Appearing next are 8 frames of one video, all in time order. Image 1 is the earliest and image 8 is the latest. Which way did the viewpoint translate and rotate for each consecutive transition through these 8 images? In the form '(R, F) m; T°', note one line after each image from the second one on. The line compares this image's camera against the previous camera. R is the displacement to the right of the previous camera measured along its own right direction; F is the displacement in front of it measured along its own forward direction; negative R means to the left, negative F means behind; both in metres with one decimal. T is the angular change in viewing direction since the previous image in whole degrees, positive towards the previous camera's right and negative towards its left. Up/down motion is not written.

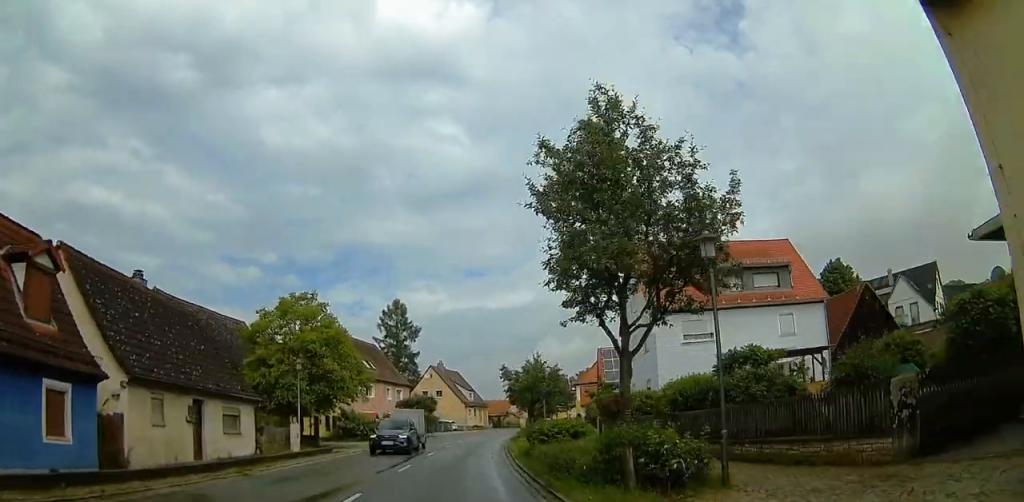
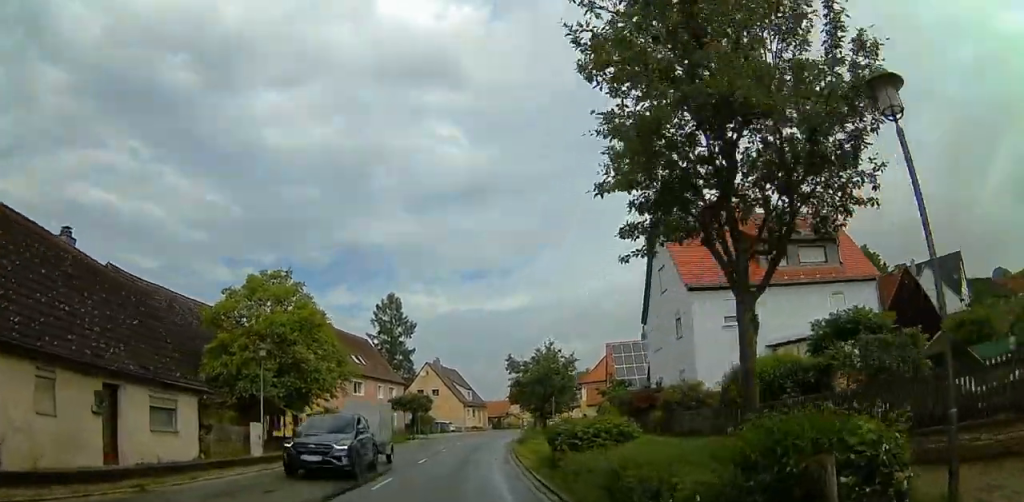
(-0.1, +5.0) m; -1°
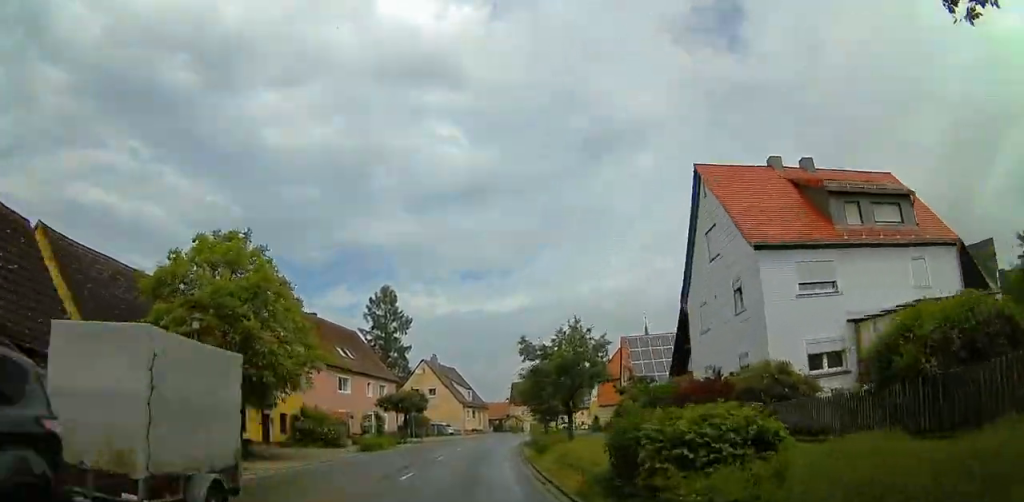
(-0.1, +6.9) m; 0°
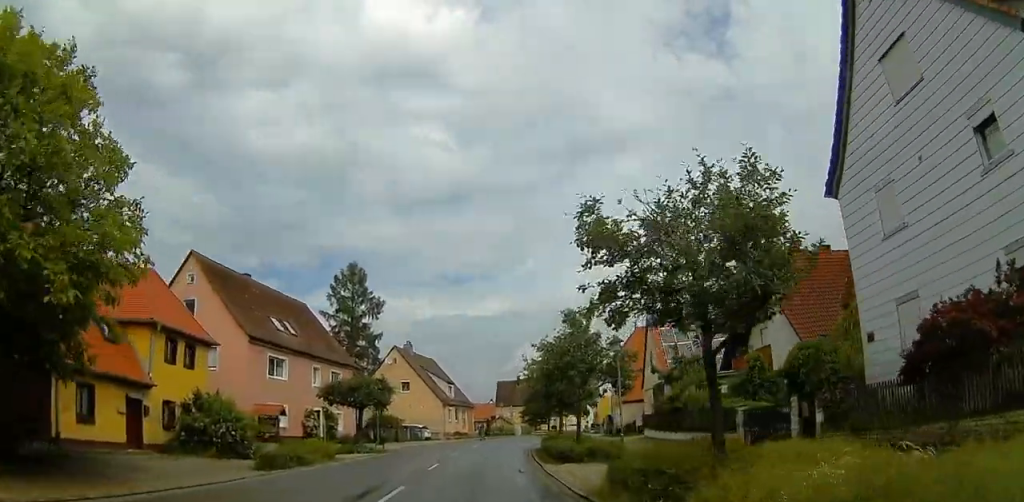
(+0.2, +15.5) m; +2°
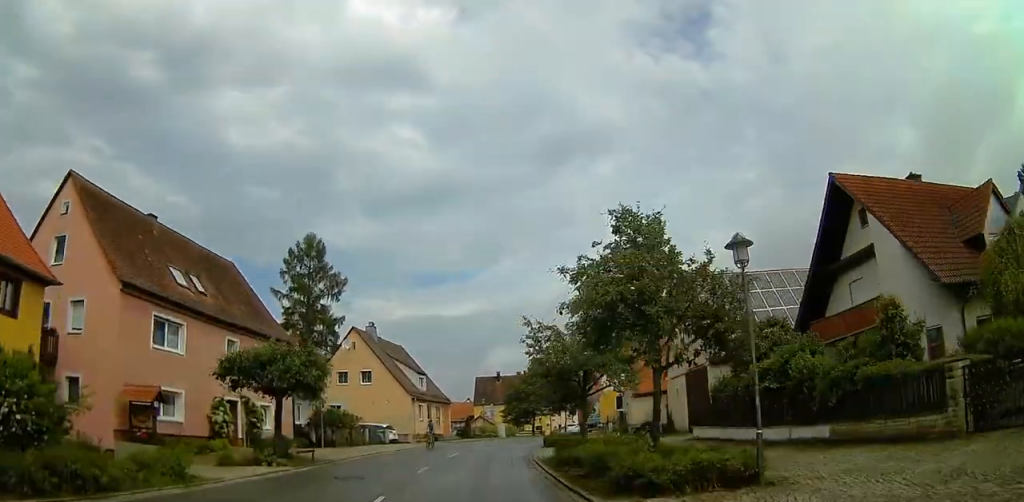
(+0.3, +12.6) m; +2°
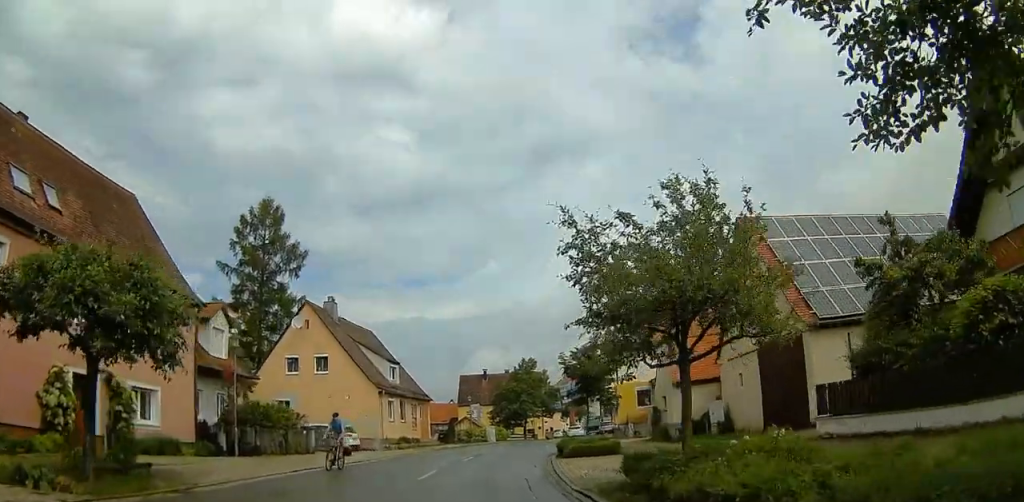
(+0.2, +11.1) m; +2°
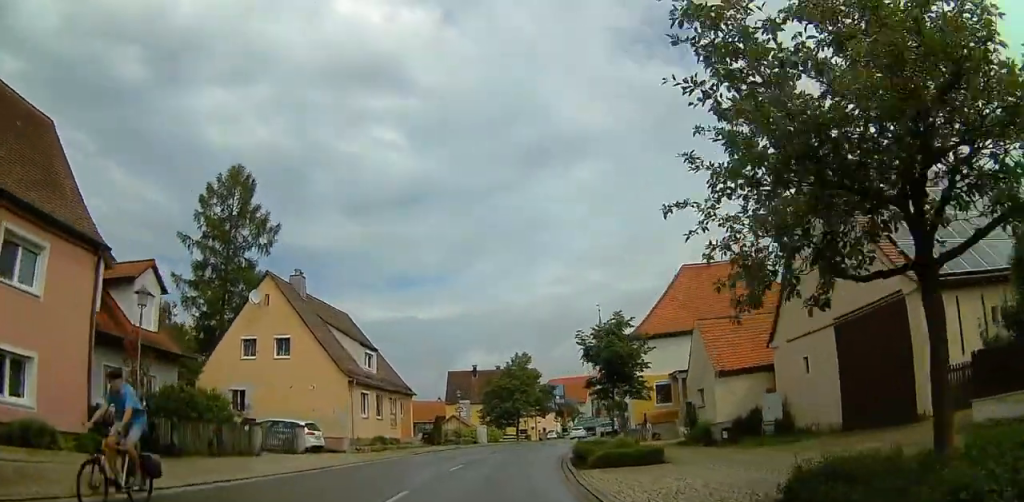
(0.0, +6.4) m; +2°
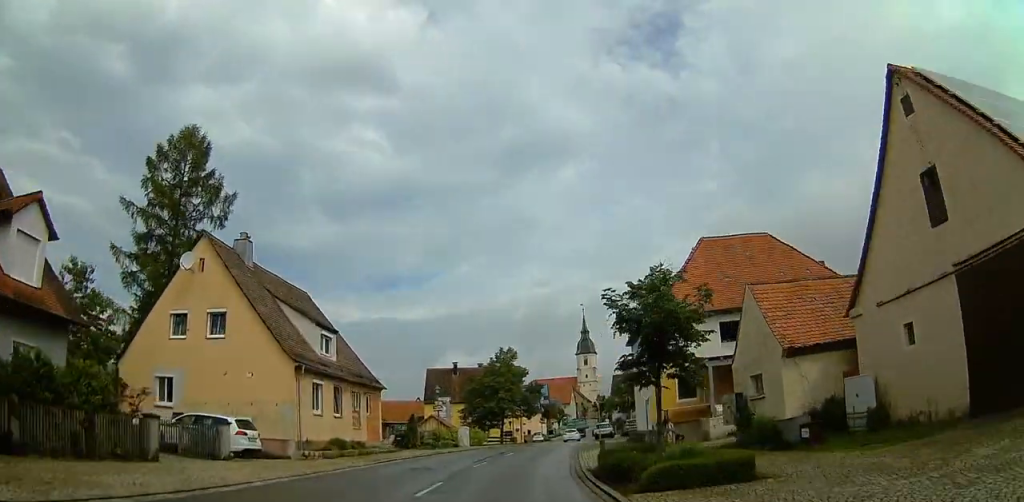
(-0.1, +6.7) m; +2°
